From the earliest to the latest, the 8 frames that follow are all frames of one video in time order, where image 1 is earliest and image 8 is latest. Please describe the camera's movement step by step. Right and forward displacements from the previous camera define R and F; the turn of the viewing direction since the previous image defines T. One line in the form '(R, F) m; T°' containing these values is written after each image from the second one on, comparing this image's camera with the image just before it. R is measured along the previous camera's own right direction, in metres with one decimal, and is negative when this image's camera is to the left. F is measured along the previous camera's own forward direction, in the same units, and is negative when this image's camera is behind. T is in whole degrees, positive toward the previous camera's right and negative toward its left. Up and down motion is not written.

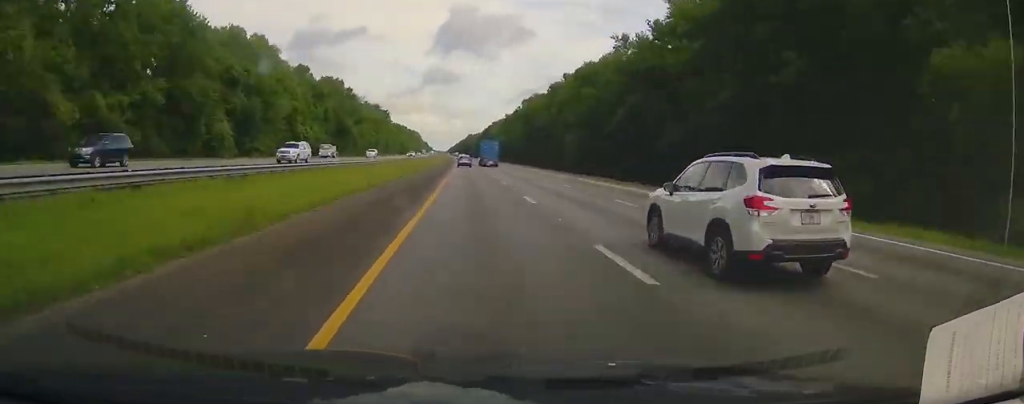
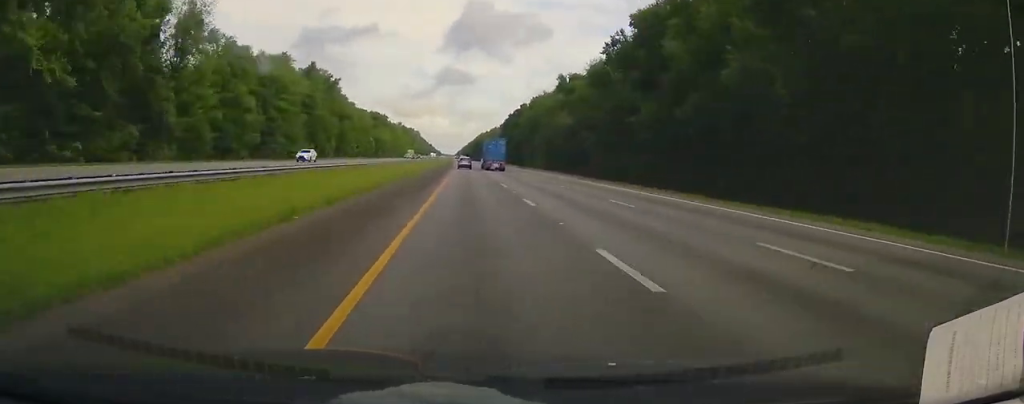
(-0.8, +123.4) m; -1°
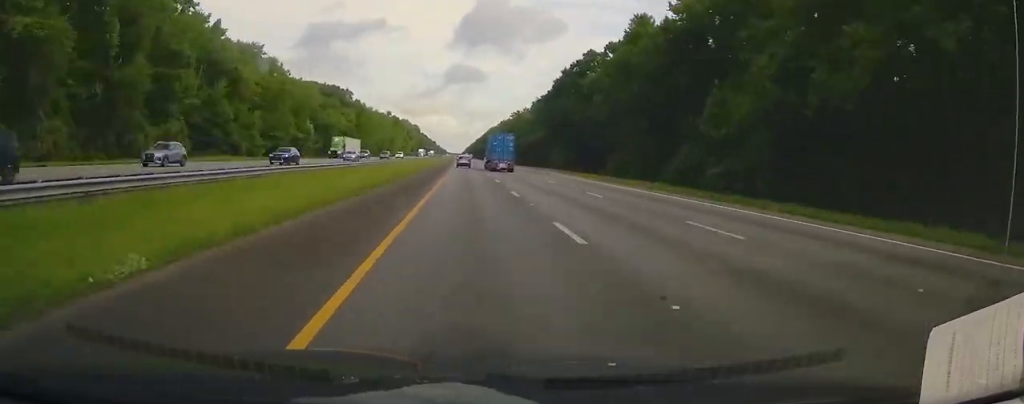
(-0.9, +95.0) m; 0°
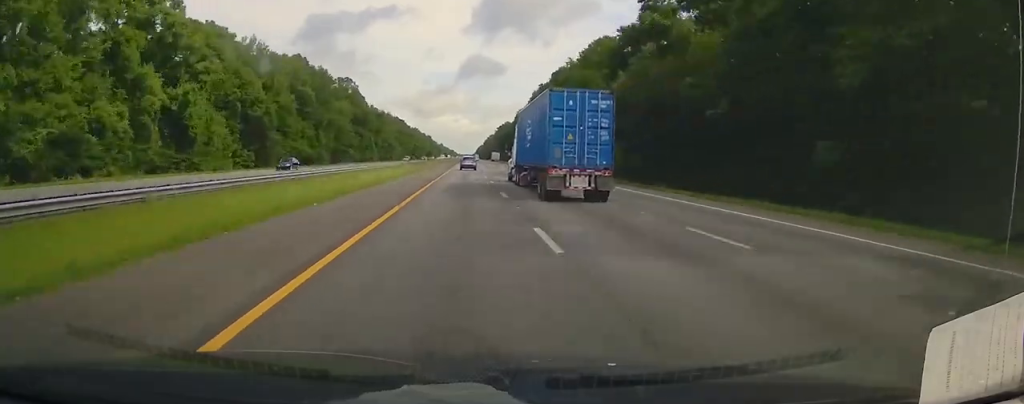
(-4.0, +306.0) m; -2°
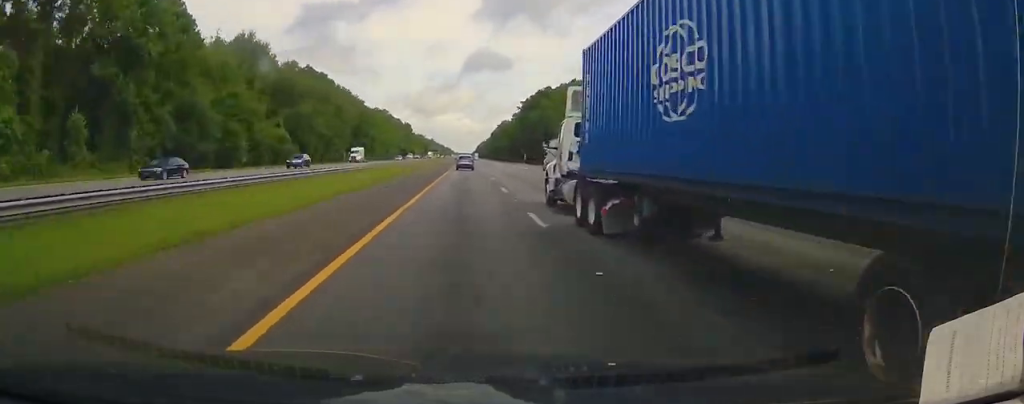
(-0.4, +181.1) m; 0°
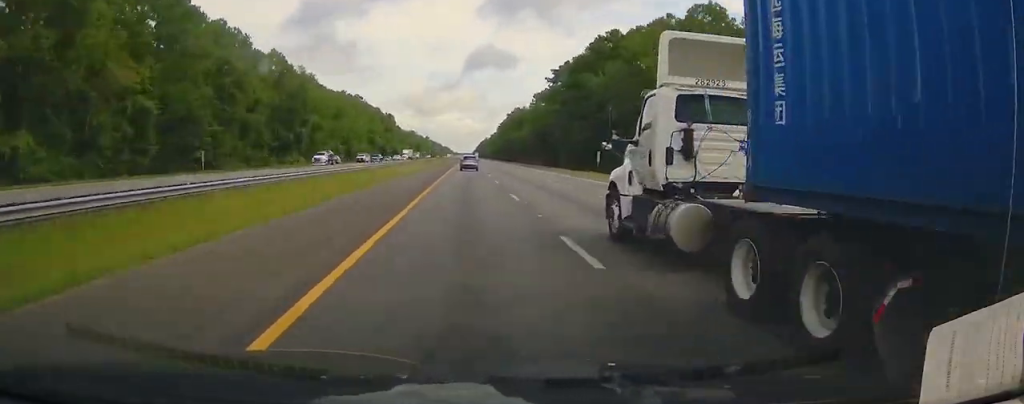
(-0.2, +78.5) m; 0°
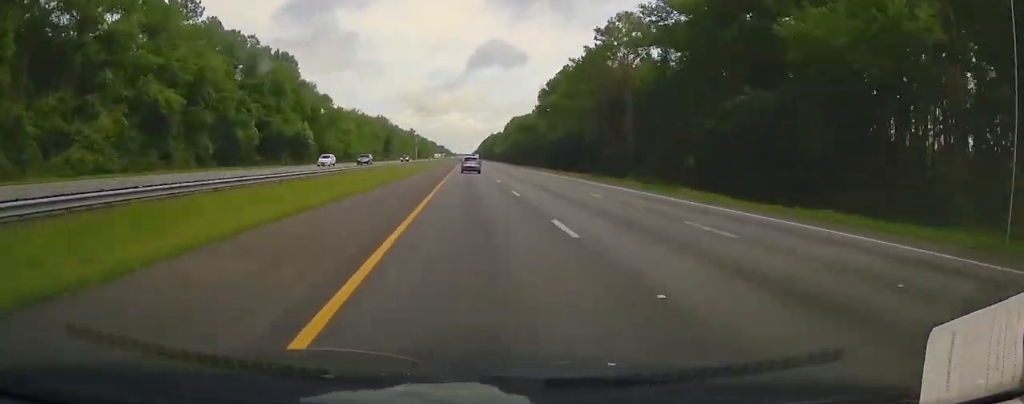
(+2.4, +157.0) m; +1°
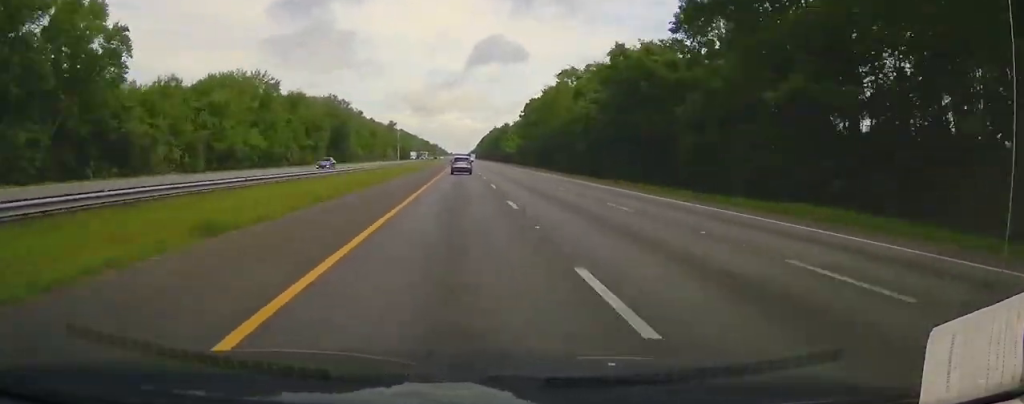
(+1.3, +92.7) m; 0°
